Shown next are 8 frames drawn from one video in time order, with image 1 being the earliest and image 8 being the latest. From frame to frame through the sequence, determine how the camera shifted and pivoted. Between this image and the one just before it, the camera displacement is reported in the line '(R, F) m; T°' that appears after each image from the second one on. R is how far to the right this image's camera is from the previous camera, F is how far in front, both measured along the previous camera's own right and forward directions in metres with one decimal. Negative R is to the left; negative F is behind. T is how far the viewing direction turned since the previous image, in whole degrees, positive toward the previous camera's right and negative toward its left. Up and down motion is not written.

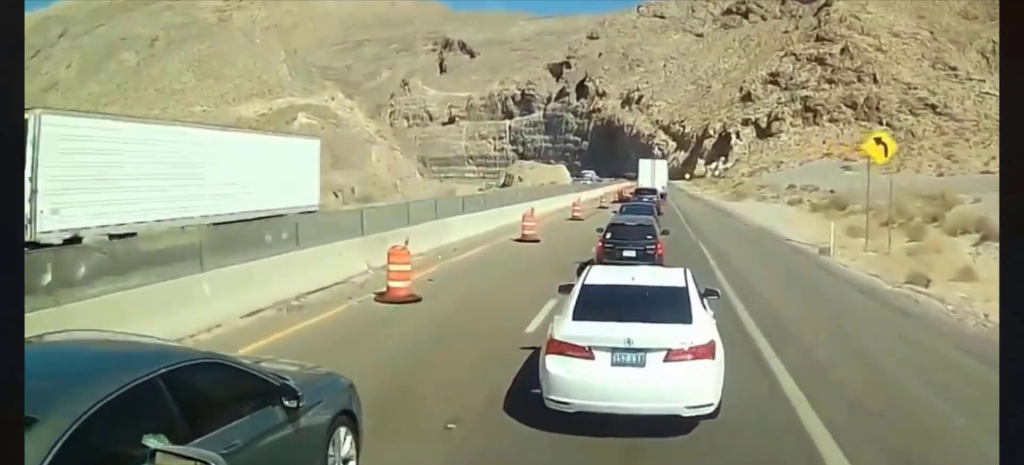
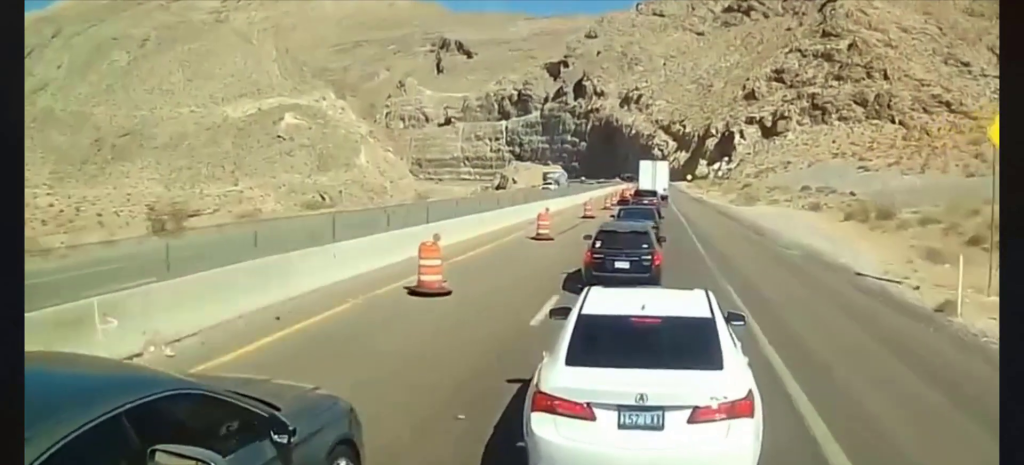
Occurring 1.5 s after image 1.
(0.0, +10.9) m; 0°
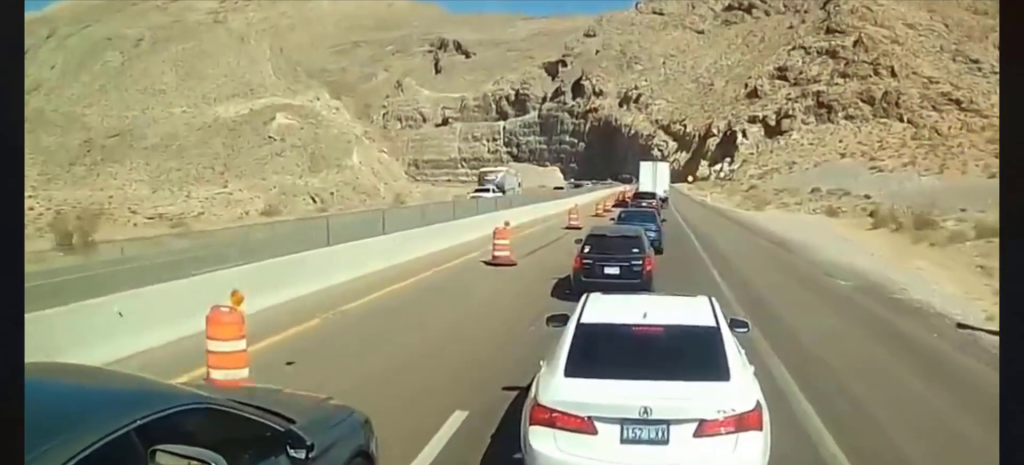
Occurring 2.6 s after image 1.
(0.0, +7.7) m; 0°
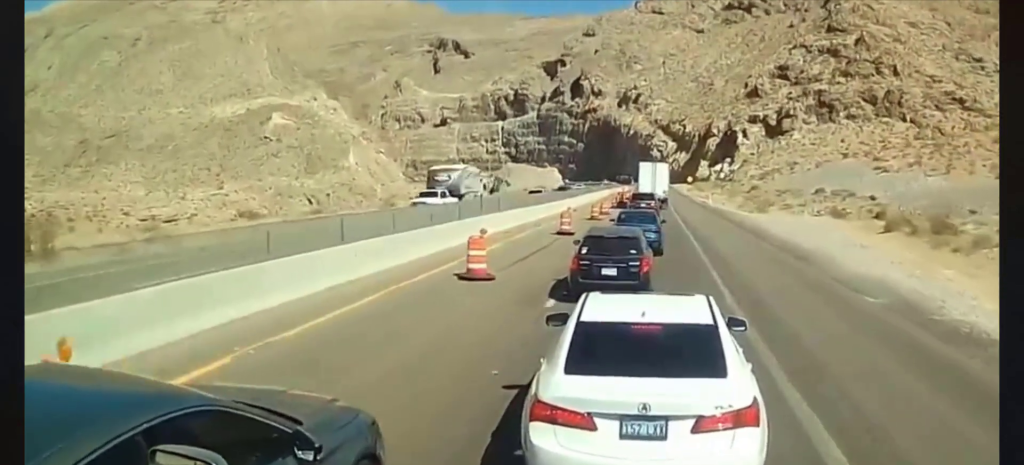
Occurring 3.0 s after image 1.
(0.0, +3.0) m; 0°
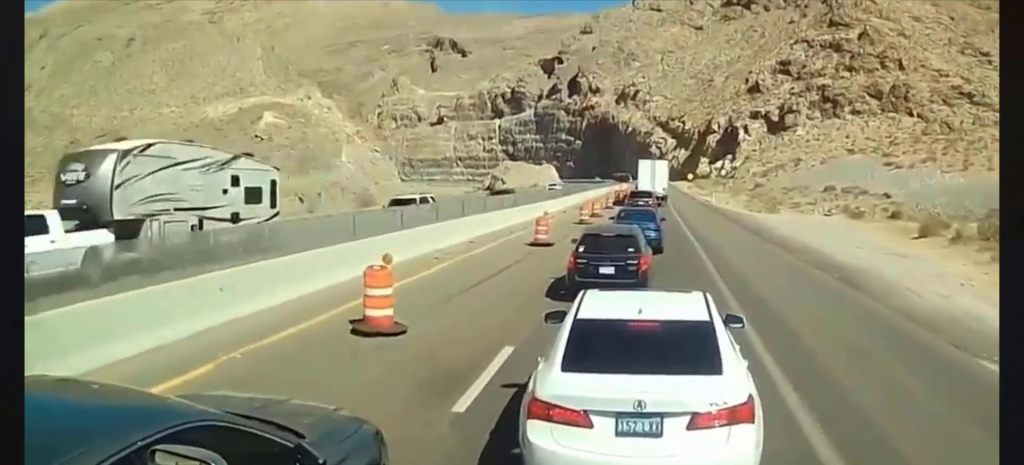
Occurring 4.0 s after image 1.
(0.0, +6.8) m; 0°
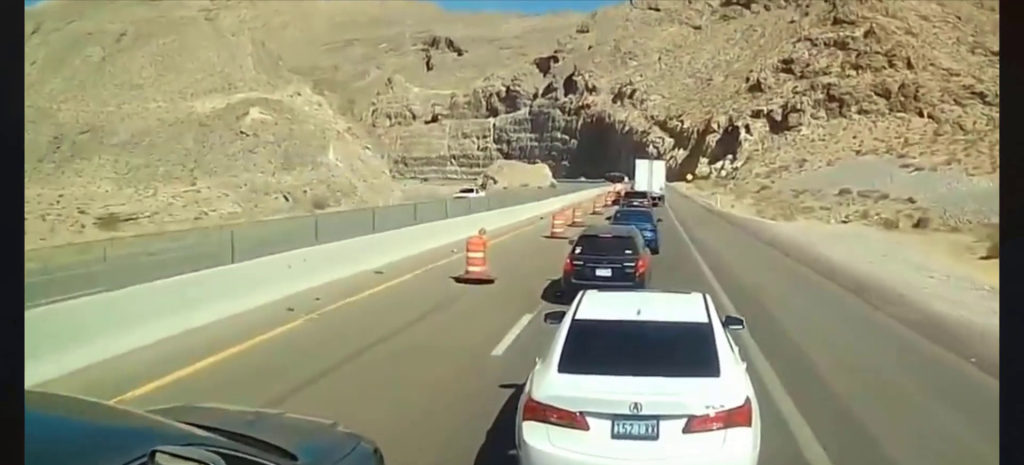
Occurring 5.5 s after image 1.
(0.0, +9.5) m; 0°
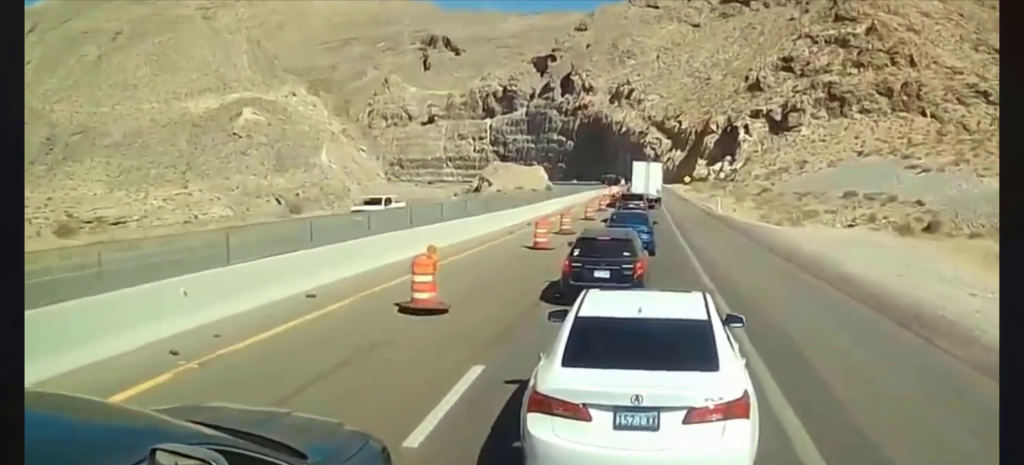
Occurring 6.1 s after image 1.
(0.0, +3.9) m; 0°
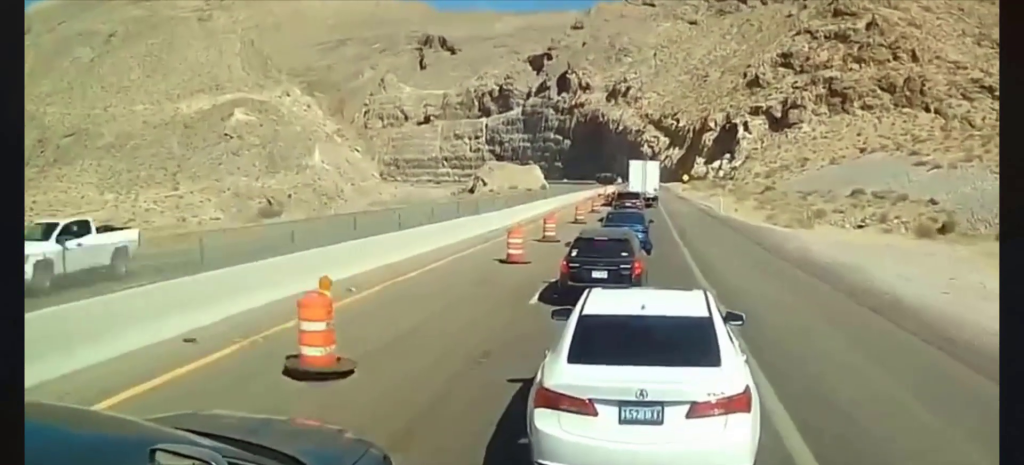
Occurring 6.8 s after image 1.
(0.0, +4.5) m; 0°
